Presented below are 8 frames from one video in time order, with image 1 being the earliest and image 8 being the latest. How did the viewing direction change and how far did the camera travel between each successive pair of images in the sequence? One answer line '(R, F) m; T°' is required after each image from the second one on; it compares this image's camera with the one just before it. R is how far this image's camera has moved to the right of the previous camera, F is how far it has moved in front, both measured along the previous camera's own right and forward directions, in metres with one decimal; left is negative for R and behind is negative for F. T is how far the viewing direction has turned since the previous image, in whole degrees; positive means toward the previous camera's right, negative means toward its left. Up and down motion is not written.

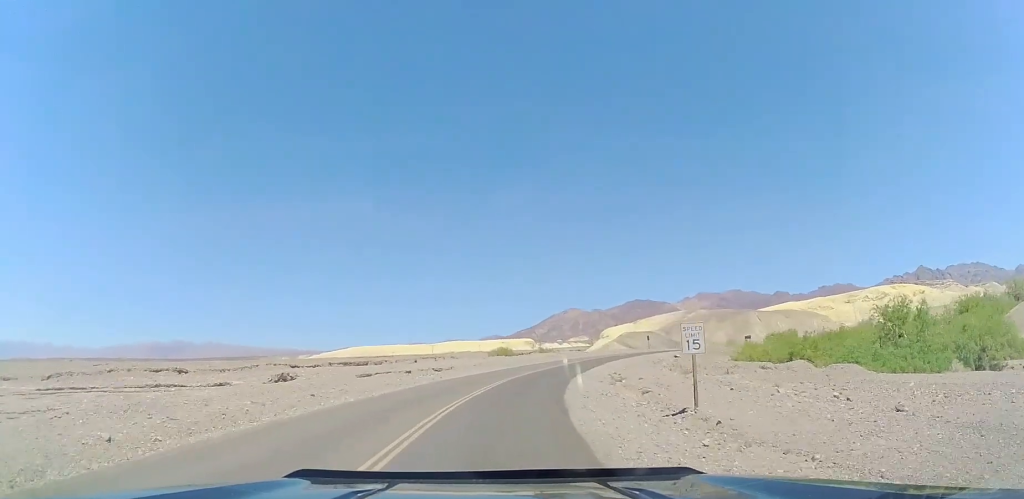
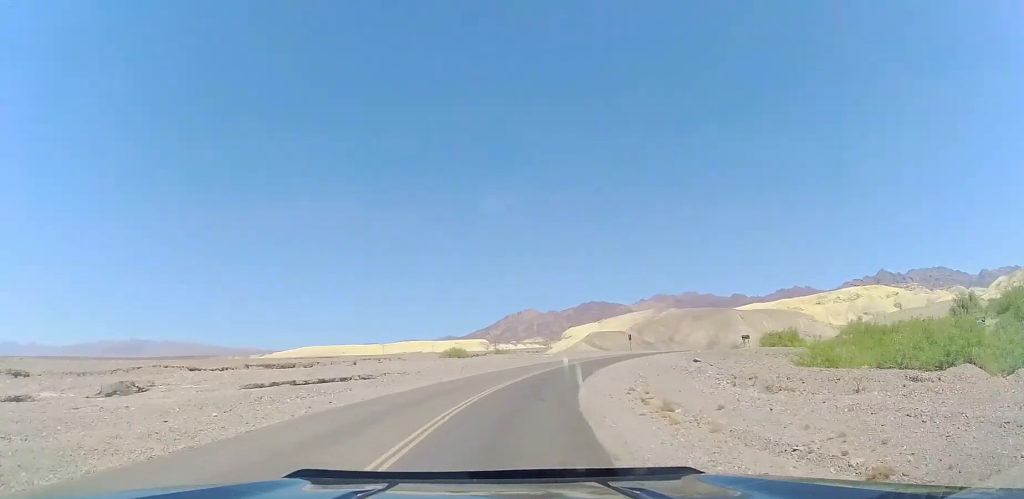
(+0.3, +15.4) m; +4°
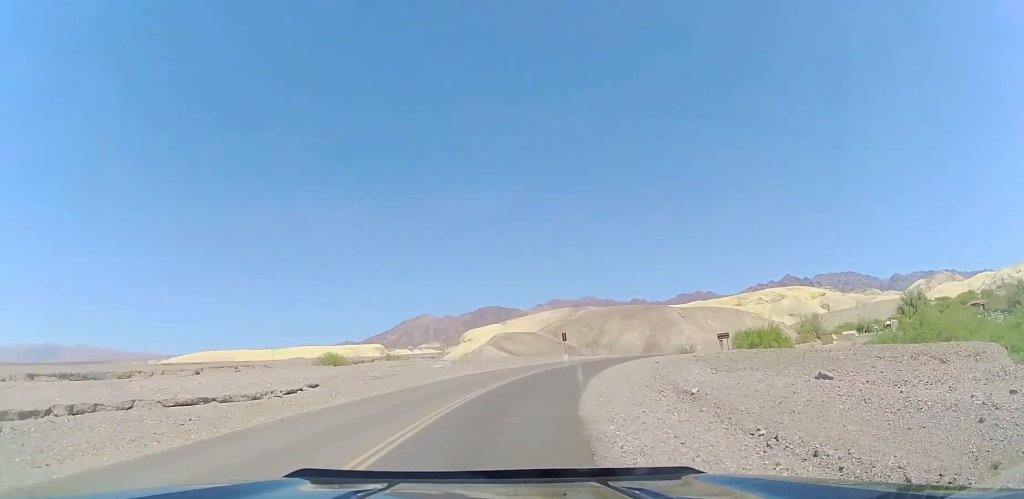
(+2.0, +24.1) m; +10°
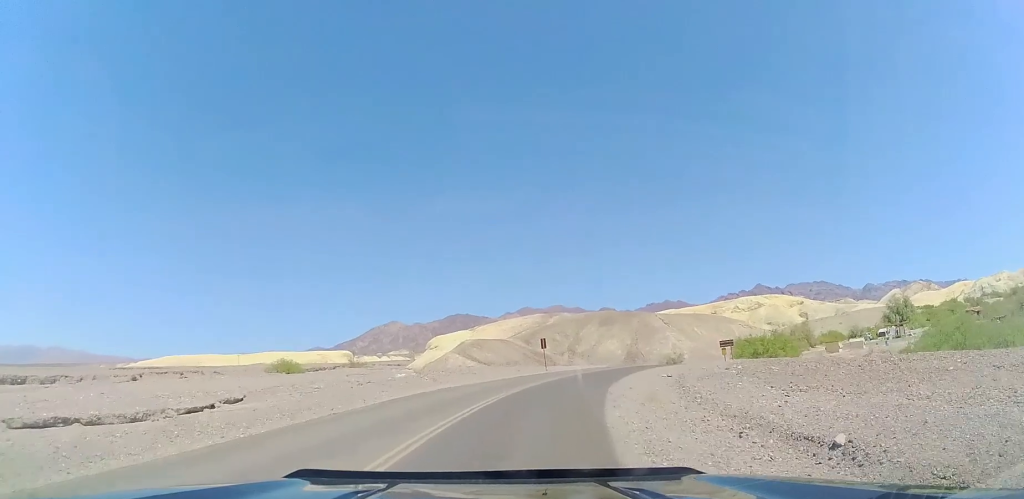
(+0.2, +8.5) m; +4°
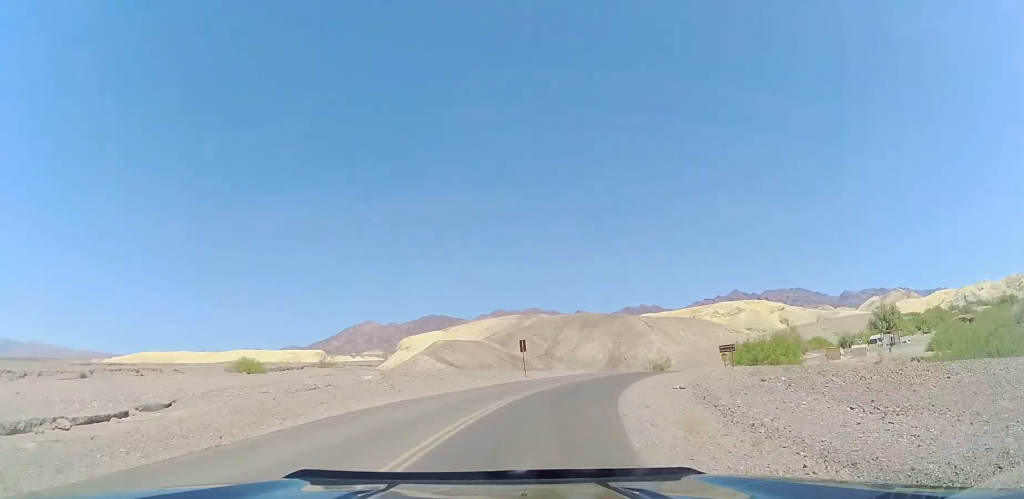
(+0.1, +5.4) m; +3°
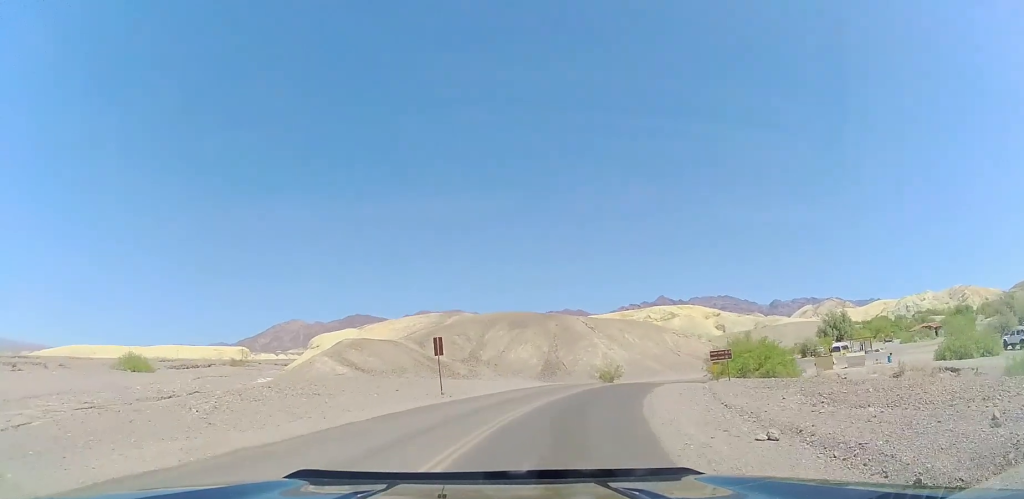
(+0.9, +13.0) m; +10°
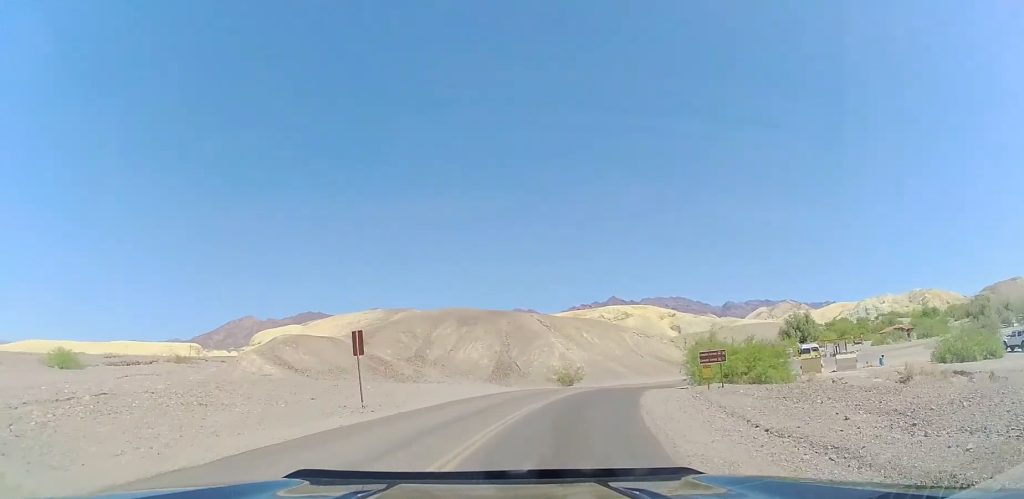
(+0.4, +6.7) m; +7°
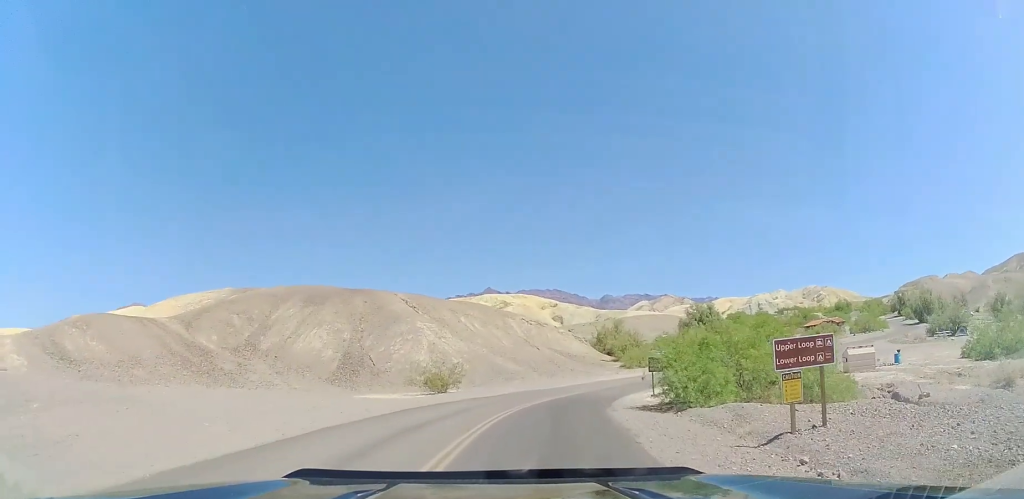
(+3.7, +18.0) m; +17°
